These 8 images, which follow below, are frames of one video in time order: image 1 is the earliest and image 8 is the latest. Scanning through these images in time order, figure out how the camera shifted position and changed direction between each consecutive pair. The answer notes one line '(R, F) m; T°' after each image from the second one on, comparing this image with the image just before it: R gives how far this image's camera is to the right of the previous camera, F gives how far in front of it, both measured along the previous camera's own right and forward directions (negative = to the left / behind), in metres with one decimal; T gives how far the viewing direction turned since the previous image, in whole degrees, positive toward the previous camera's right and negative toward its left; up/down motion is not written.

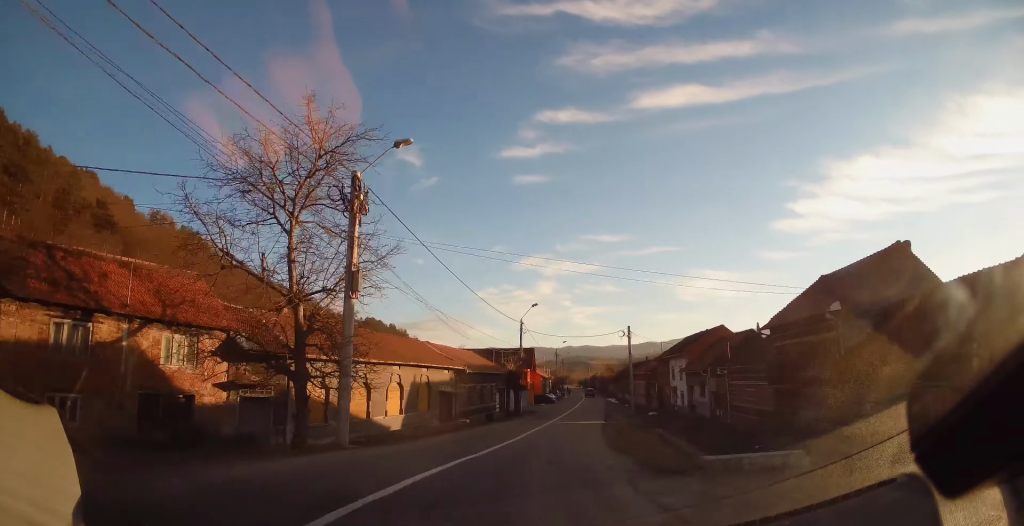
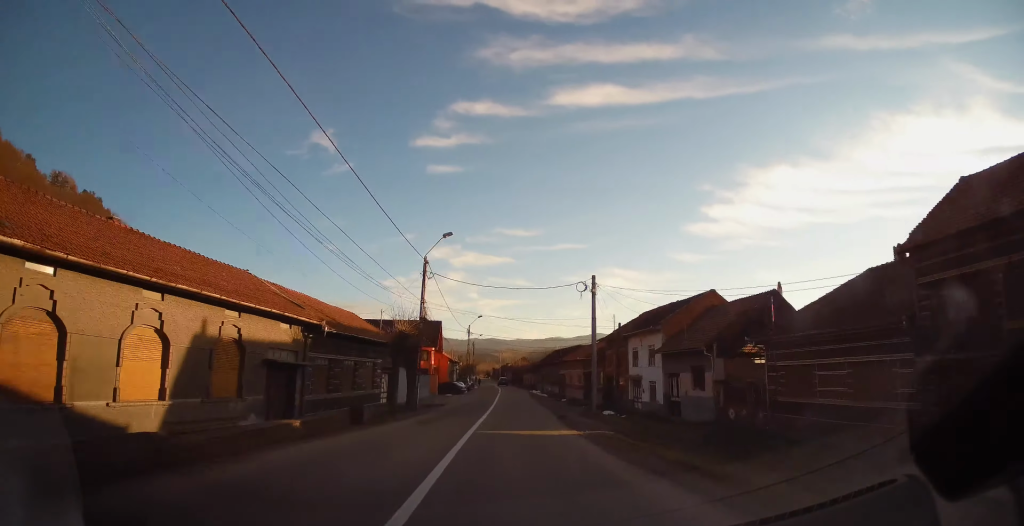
(+1.5, +19.0) m; +6°
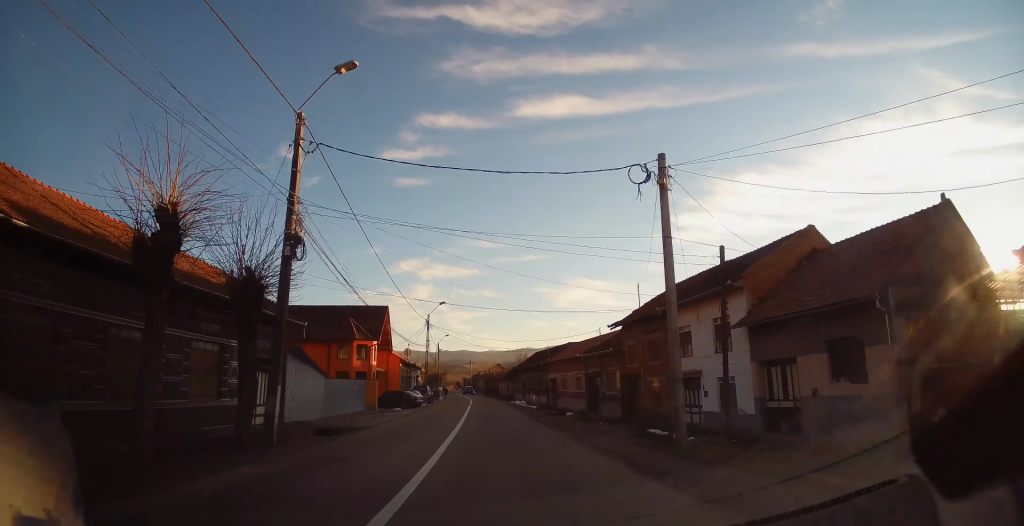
(+0.6, +17.7) m; +2°
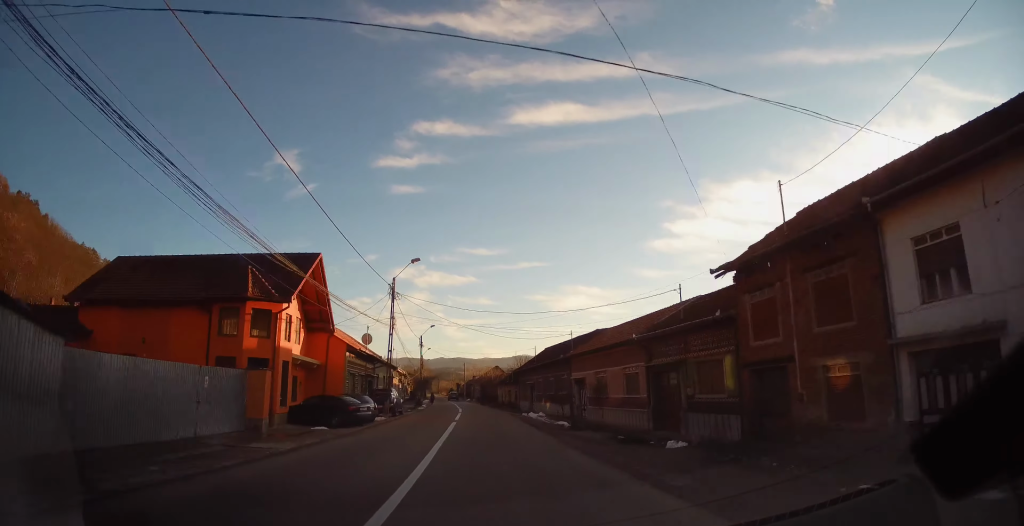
(0.0, +18.4) m; 0°
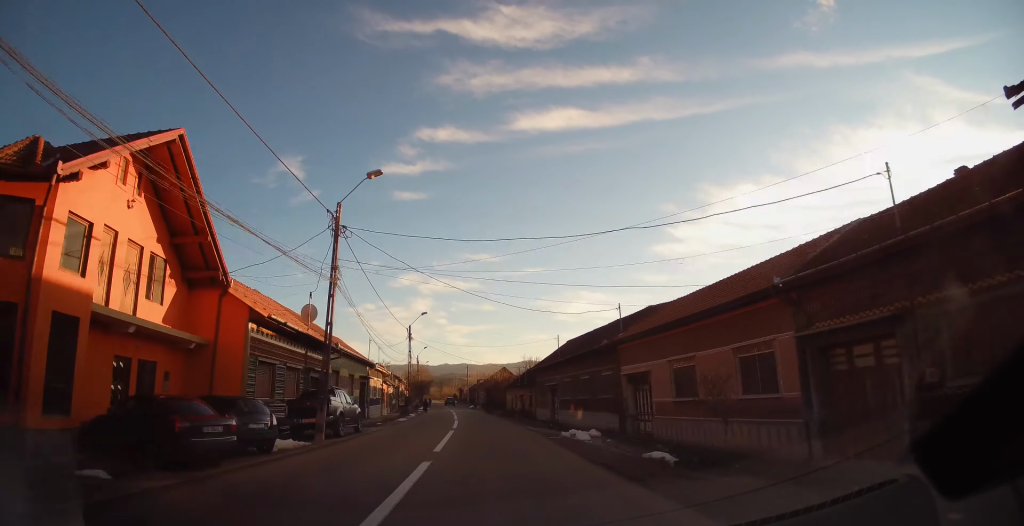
(0.0, +14.0) m; -1°
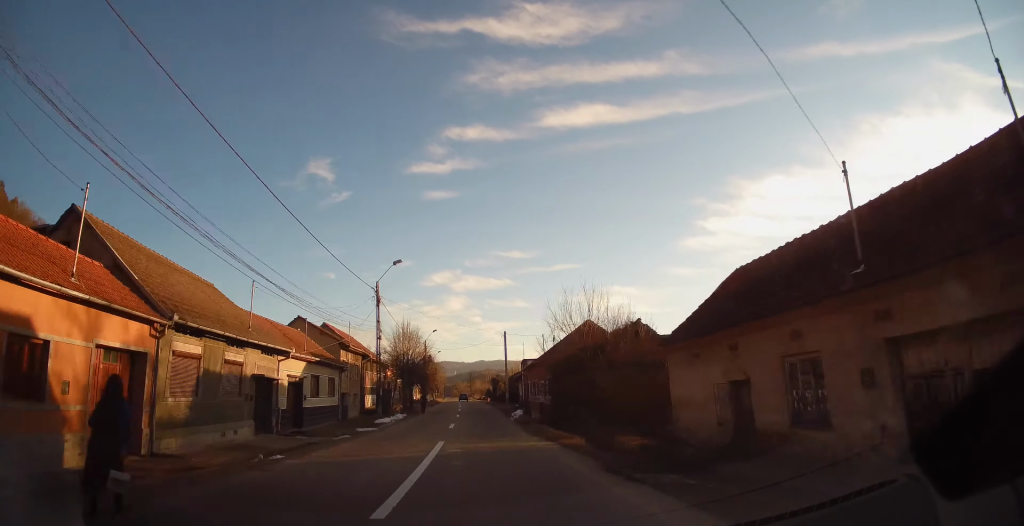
(-1.9, +52.5) m; -3°
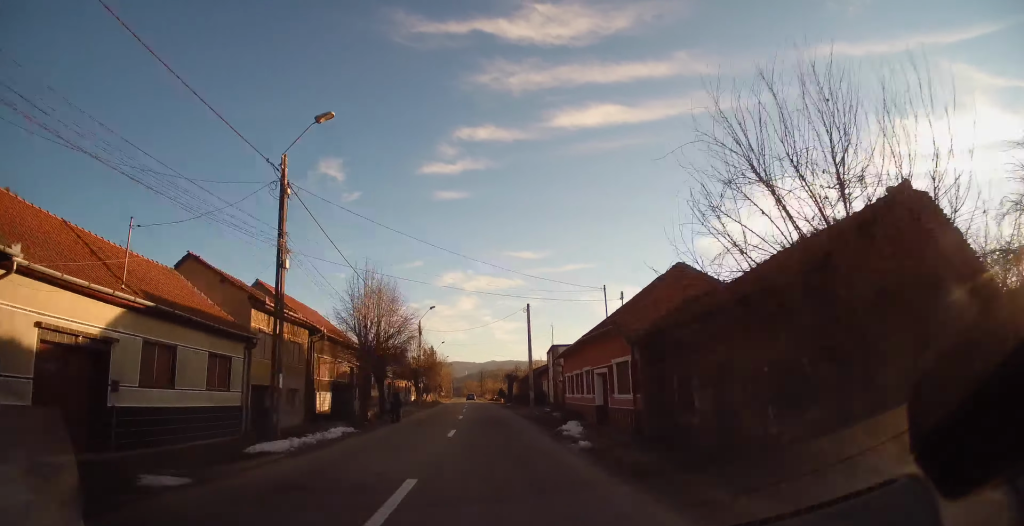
(0.0, +18.0) m; -1°
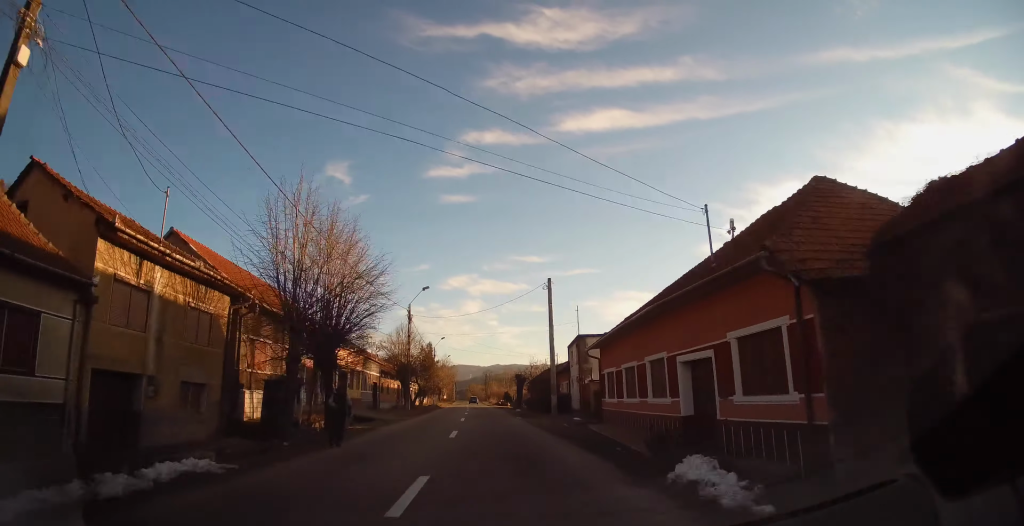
(-0.2, +10.9) m; 0°
